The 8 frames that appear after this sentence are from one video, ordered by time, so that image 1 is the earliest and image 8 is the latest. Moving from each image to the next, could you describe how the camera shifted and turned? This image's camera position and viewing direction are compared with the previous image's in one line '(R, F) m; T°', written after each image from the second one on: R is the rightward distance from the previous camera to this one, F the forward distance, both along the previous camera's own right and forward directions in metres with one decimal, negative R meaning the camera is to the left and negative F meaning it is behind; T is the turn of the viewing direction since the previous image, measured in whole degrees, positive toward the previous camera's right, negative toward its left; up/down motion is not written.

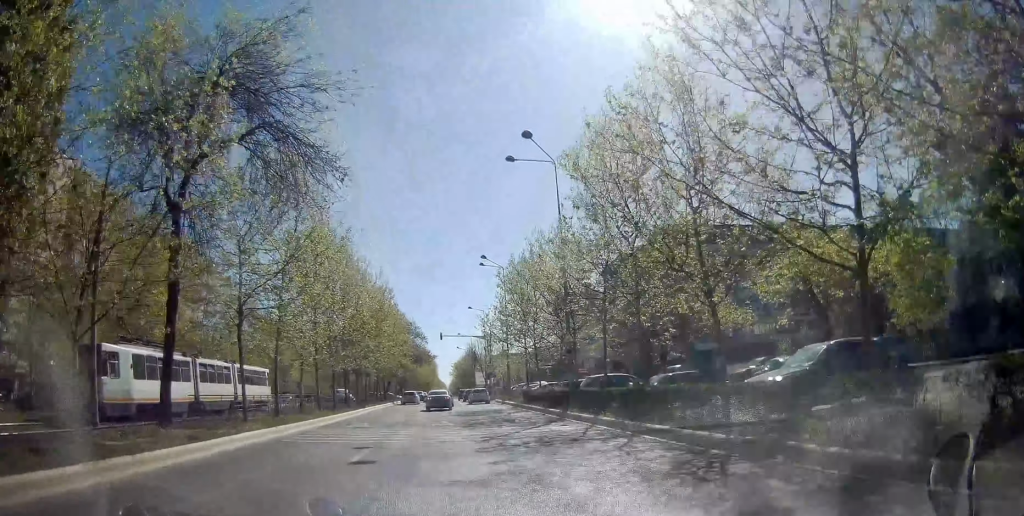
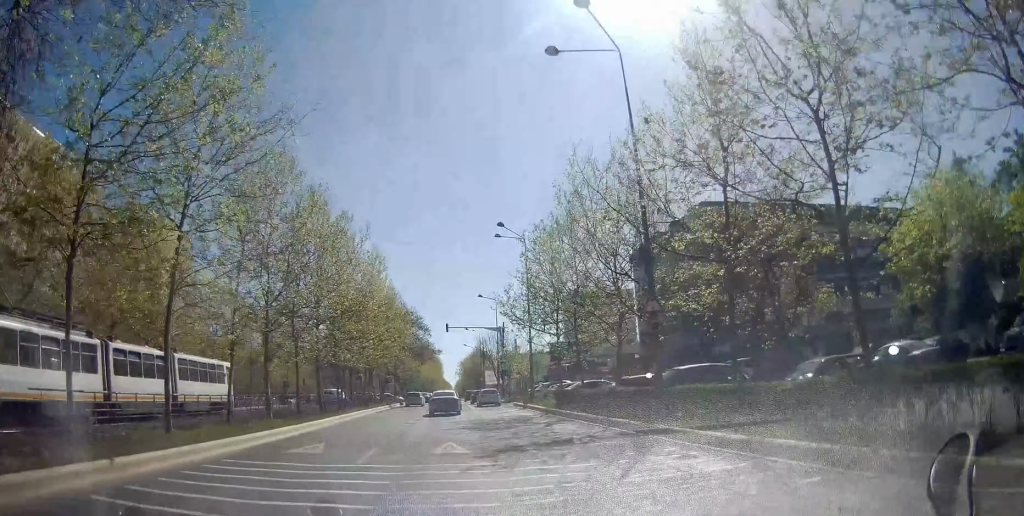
(+0.1, +10.6) m; 0°
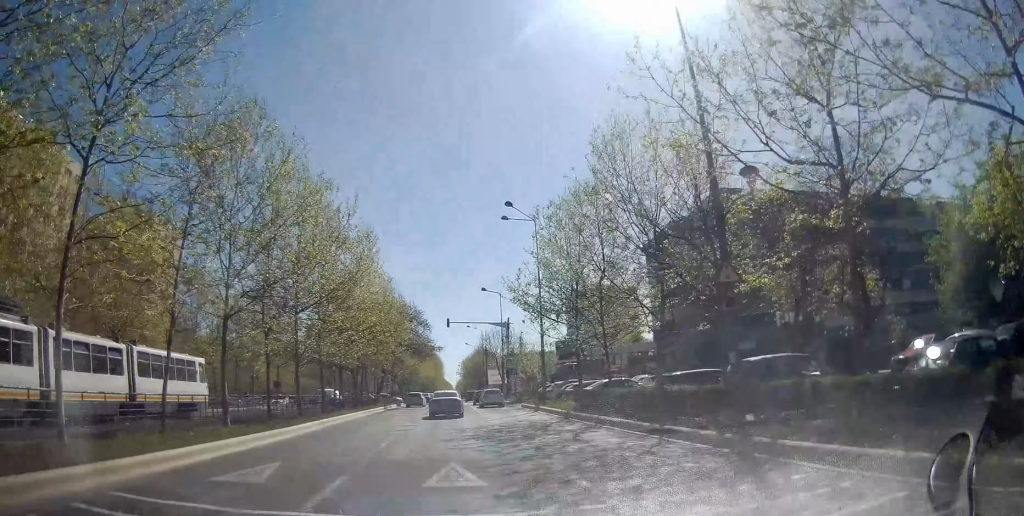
(-0.1, +5.1) m; -1°
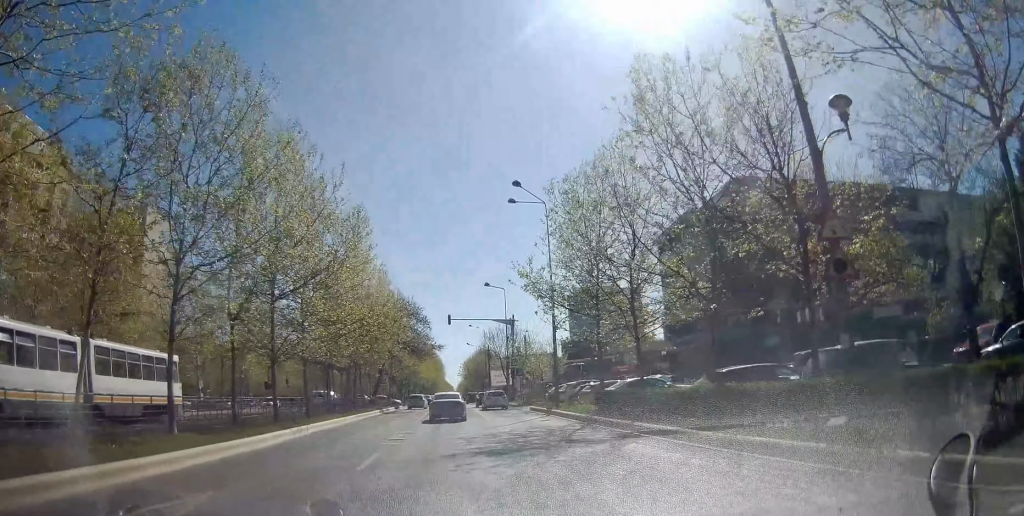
(0.0, +4.0) m; -1°
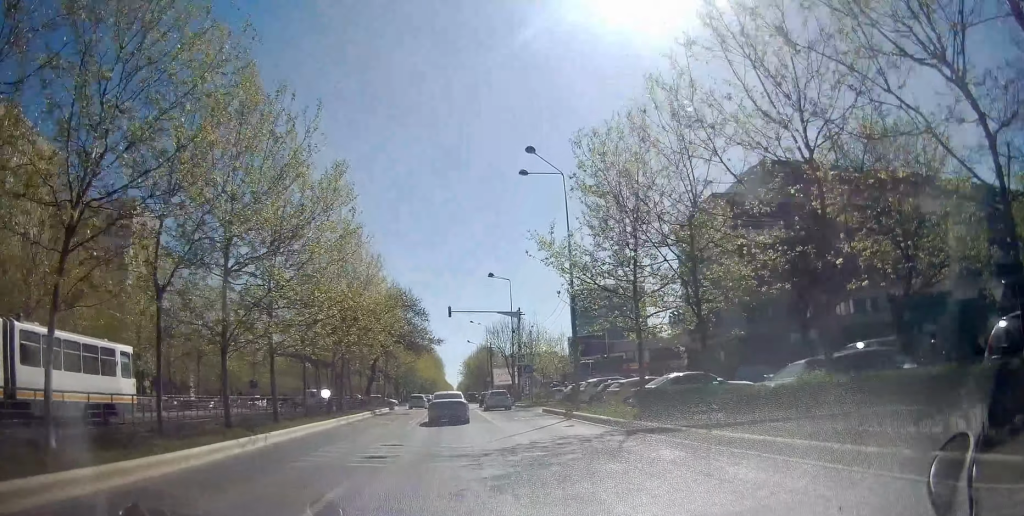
(+0.2, +5.5) m; -1°
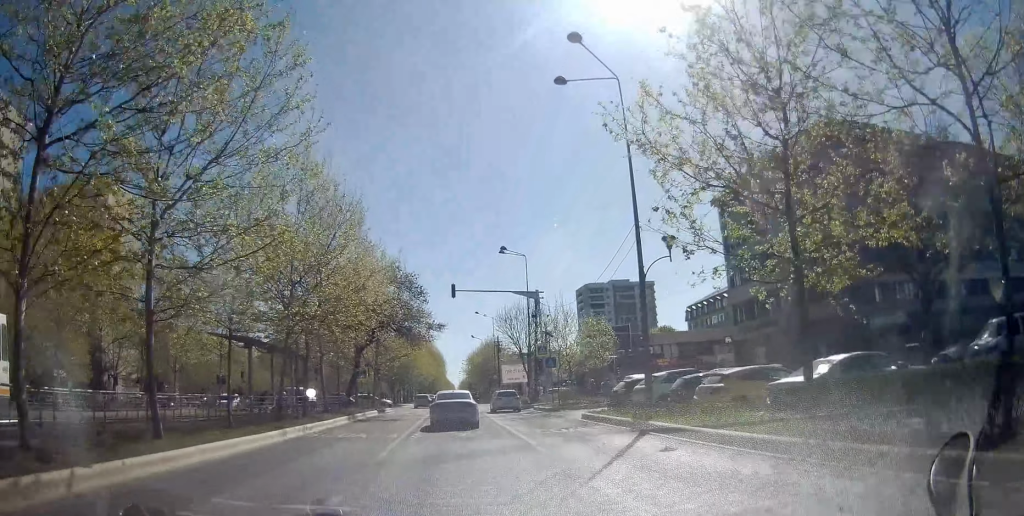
(-0.5, +10.0) m; -2°
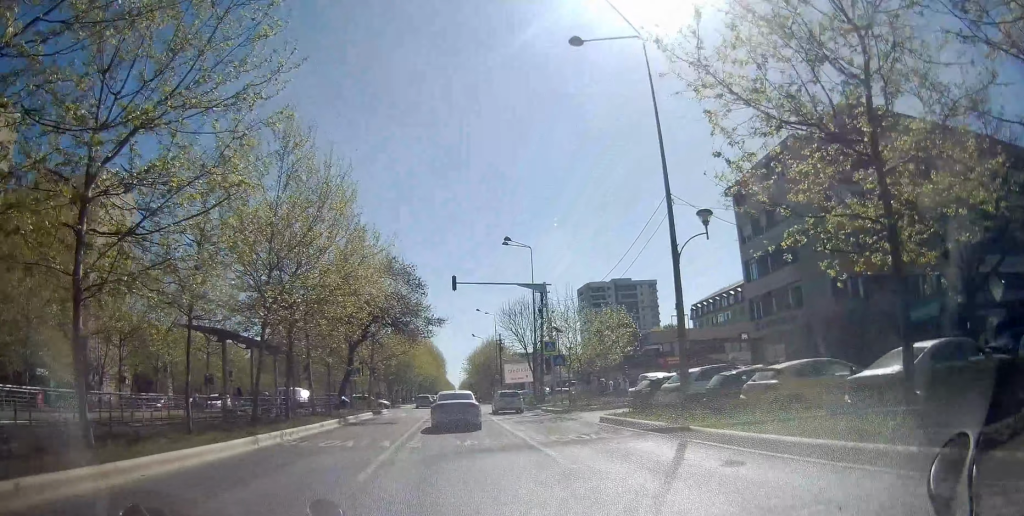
(0.0, +3.0) m; +2°
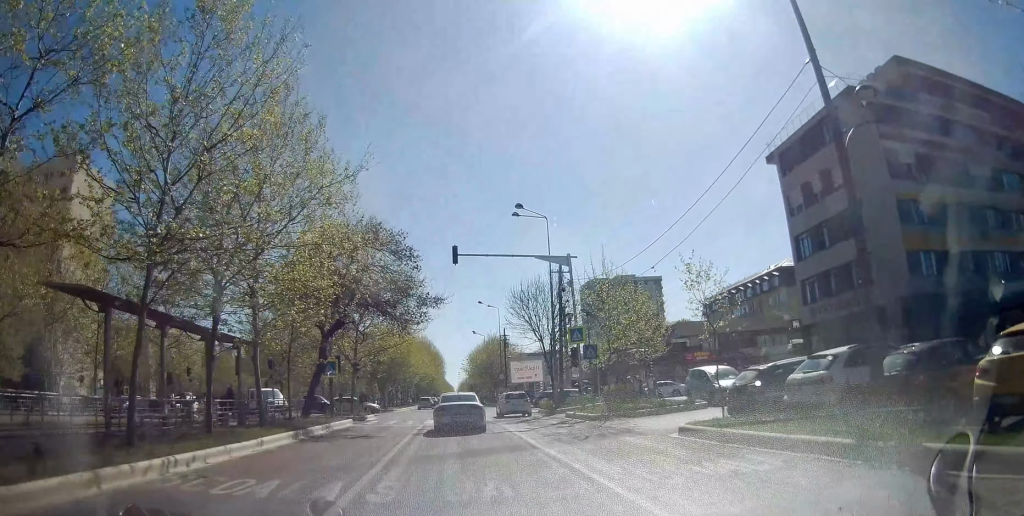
(+0.4, +7.8) m; +3°
